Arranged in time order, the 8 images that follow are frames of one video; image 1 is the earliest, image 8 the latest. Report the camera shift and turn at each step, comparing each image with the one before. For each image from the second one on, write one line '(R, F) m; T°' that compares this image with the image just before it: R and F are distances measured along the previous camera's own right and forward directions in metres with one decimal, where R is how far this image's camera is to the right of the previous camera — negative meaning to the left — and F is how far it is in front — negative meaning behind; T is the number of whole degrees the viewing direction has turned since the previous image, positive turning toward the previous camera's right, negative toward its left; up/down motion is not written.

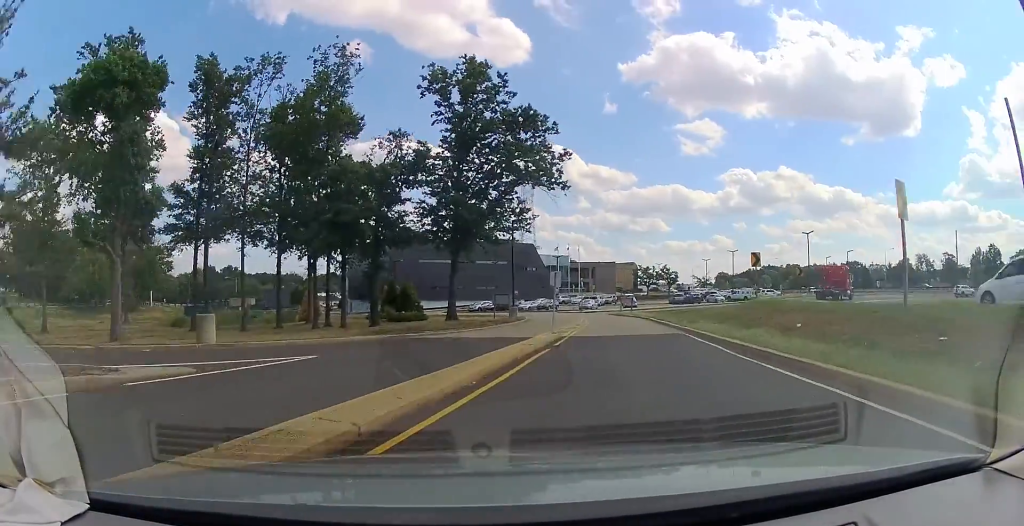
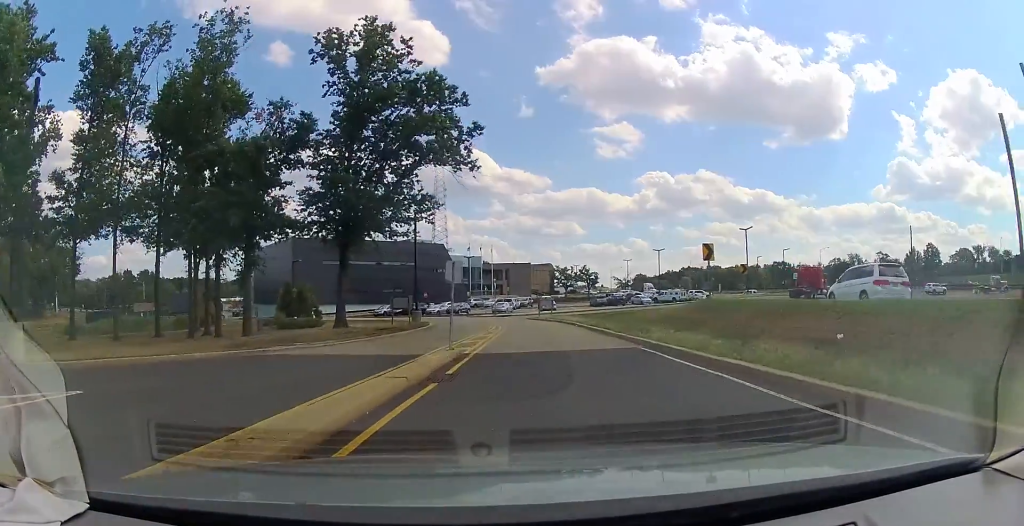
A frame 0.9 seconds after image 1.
(+0.6, +5.8) m; +10°
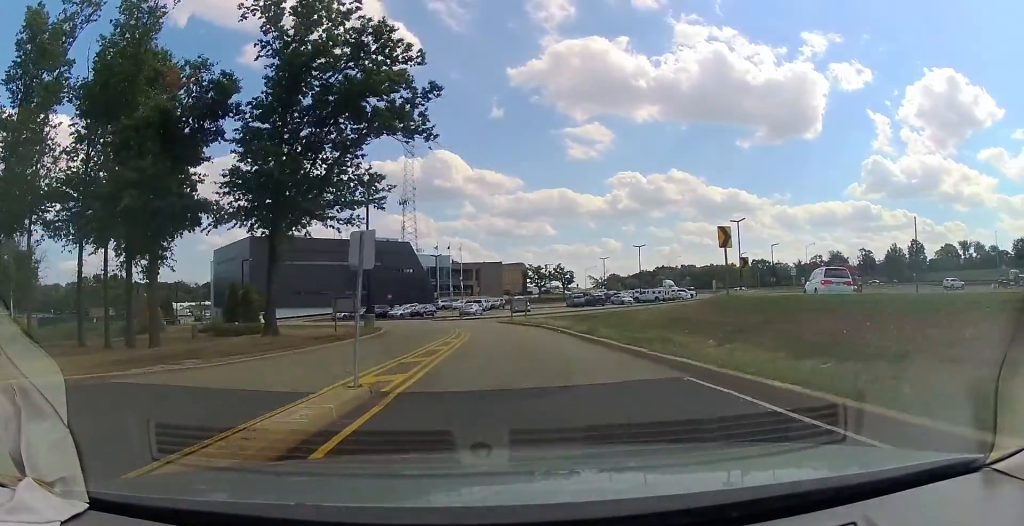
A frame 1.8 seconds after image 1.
(+0.4, +6.0) m; +4°
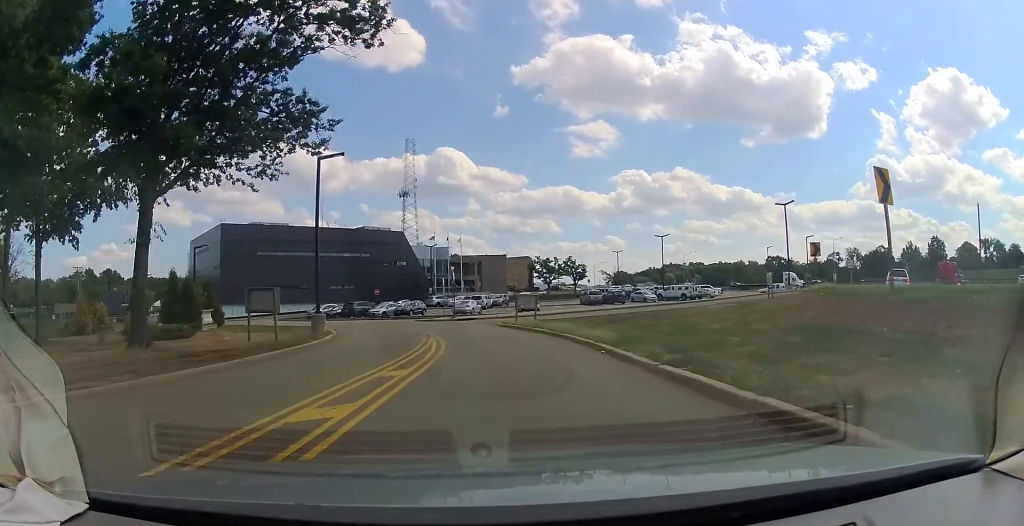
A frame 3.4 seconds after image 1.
(-0.2, +10.8) m; -4°
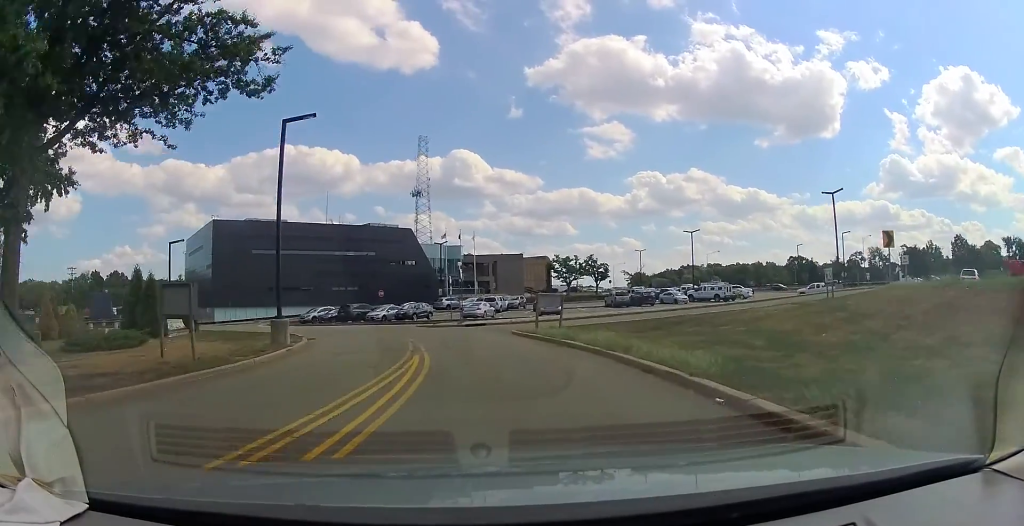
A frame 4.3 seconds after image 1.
(0.0, +6.5) m; -1°
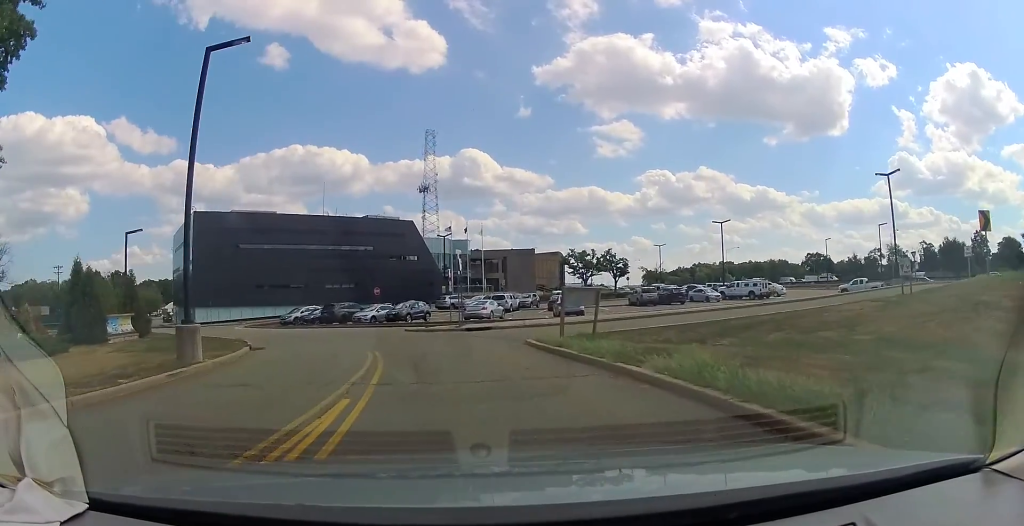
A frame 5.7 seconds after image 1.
(0.0, +7.8) m; +2°
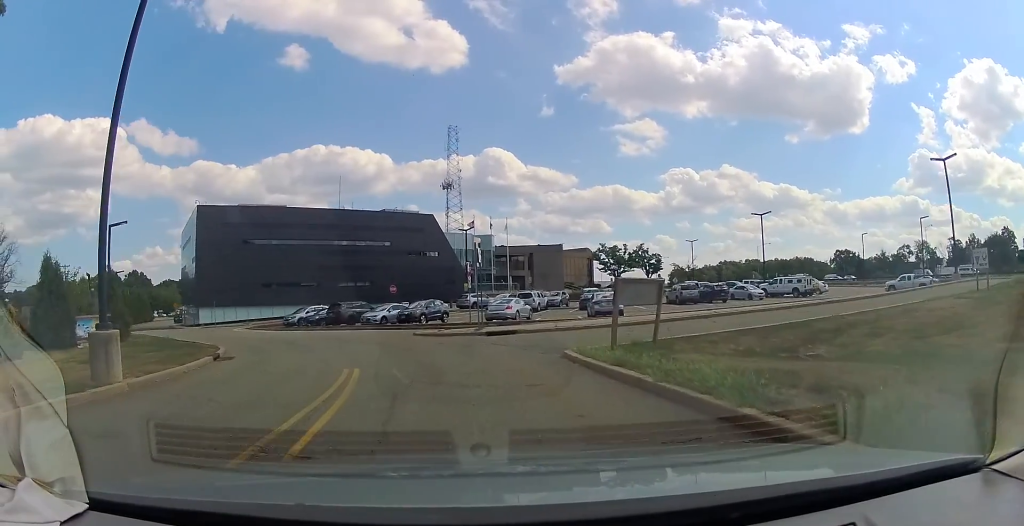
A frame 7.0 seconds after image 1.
(+0.1, +5.3) m; -1°
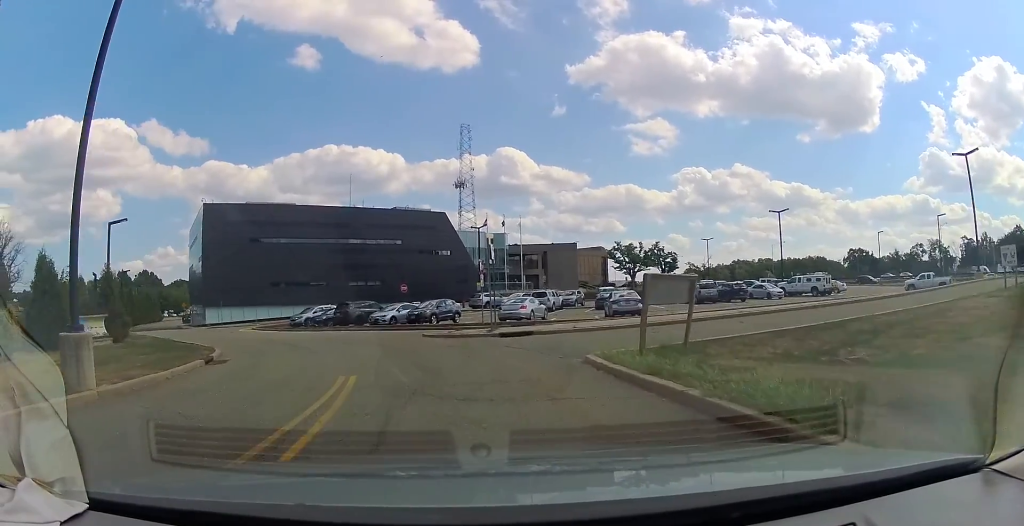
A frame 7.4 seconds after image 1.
(0.0, +1.6) m; -2°
